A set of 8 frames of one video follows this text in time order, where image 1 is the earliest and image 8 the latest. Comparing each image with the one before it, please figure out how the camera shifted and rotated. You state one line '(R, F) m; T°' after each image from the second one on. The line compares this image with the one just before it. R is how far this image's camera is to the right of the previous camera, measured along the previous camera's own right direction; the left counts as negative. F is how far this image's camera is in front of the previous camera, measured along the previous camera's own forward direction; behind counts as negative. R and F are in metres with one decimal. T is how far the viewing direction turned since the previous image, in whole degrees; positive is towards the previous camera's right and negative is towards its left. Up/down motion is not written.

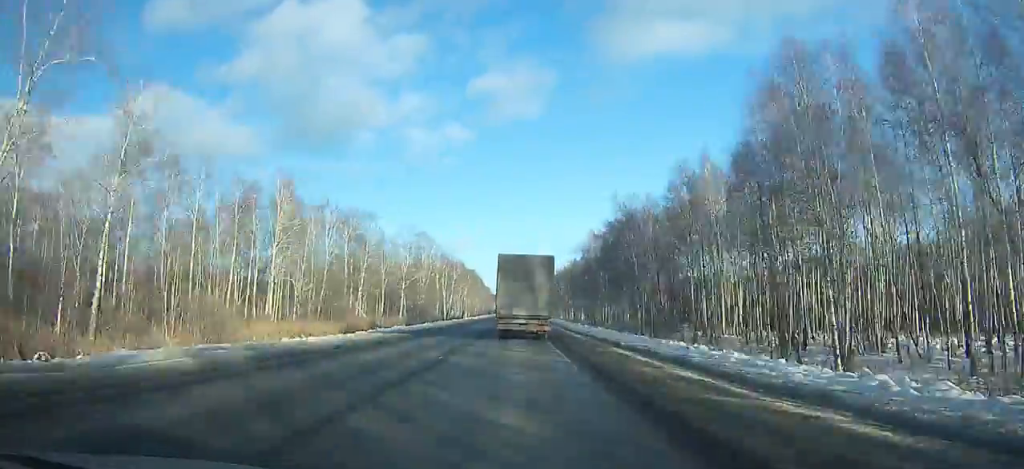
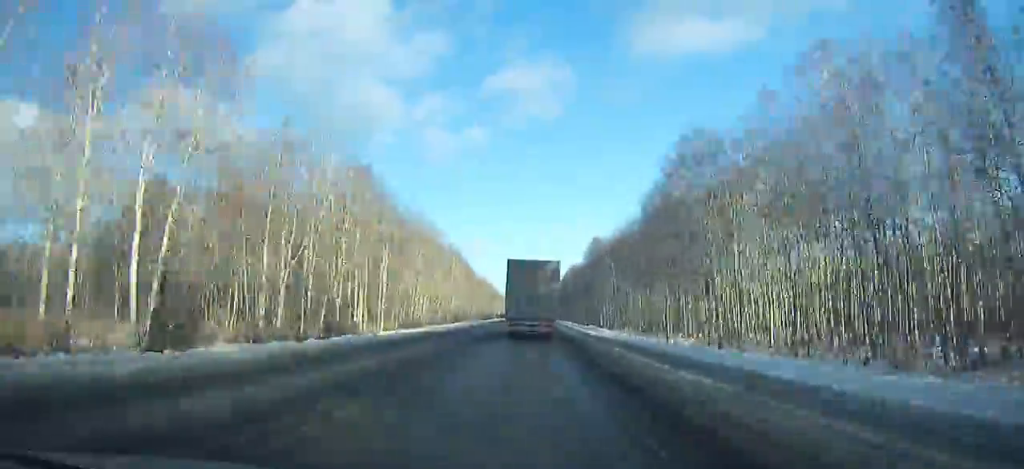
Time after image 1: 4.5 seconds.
(-0.8, +103.5) m; -1°
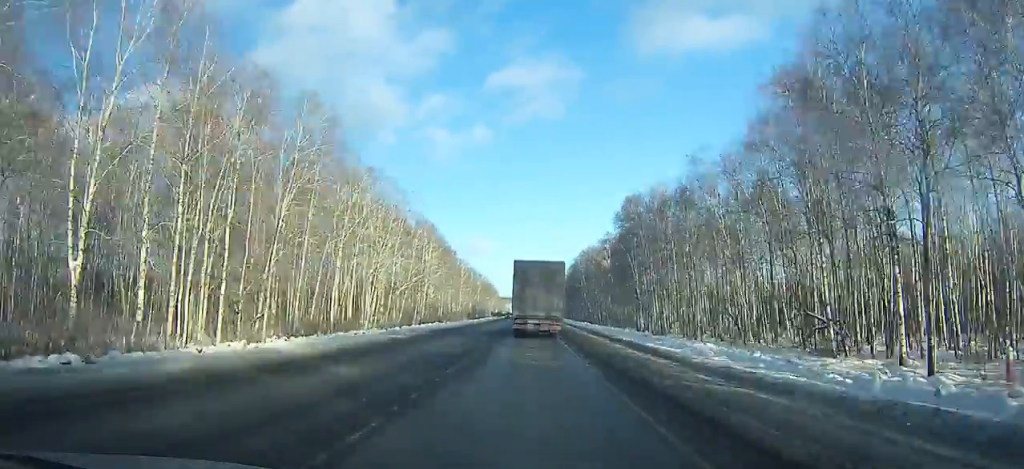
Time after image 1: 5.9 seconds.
(-0.1, +32.0) m; 0°
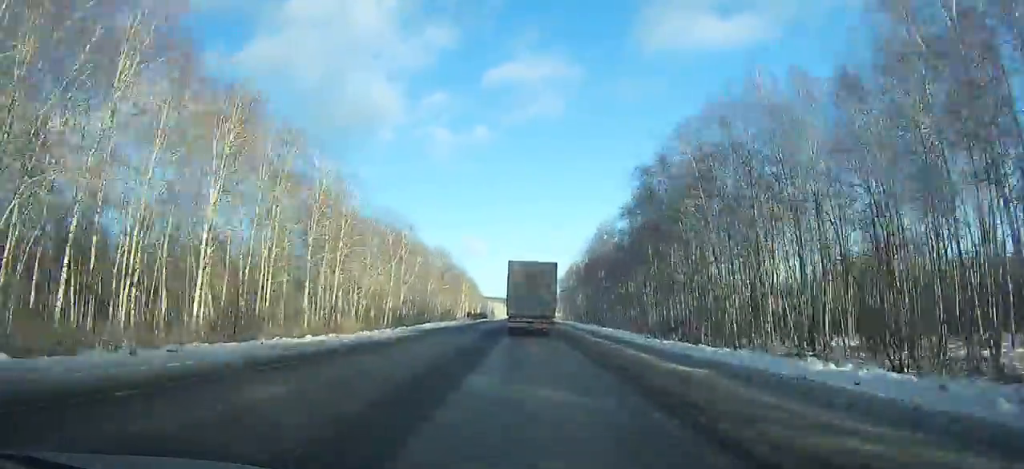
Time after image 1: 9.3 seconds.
(+0.3, +76.8) m; 0°
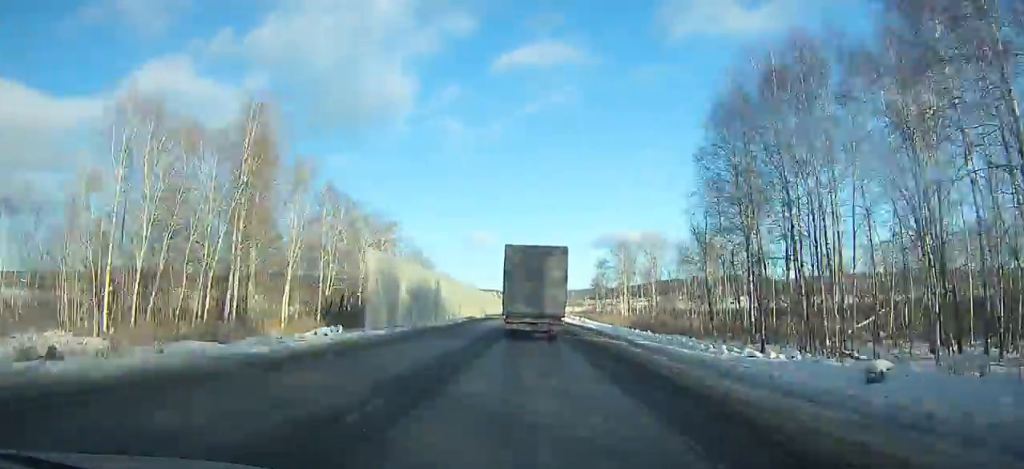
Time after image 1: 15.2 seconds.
(0.0, +125.2) m; 0°
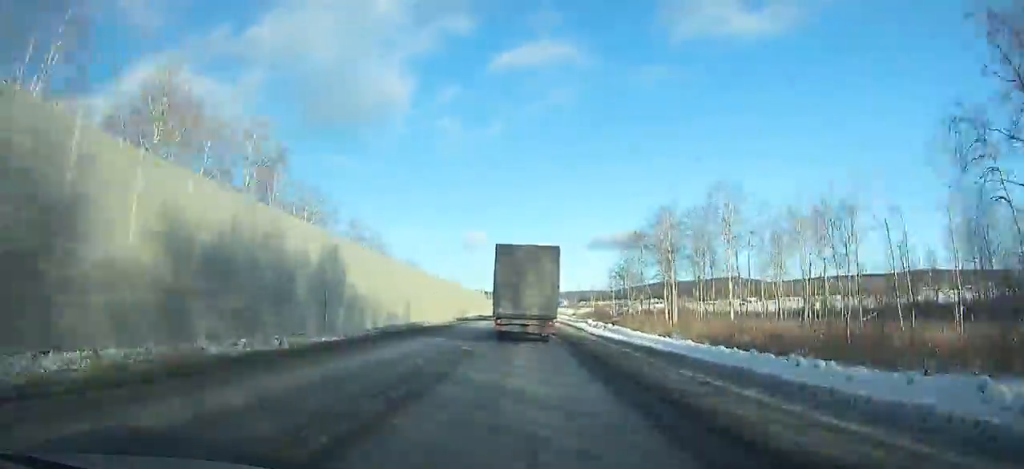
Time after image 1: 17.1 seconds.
(-0.1, +36.9) m; 0°
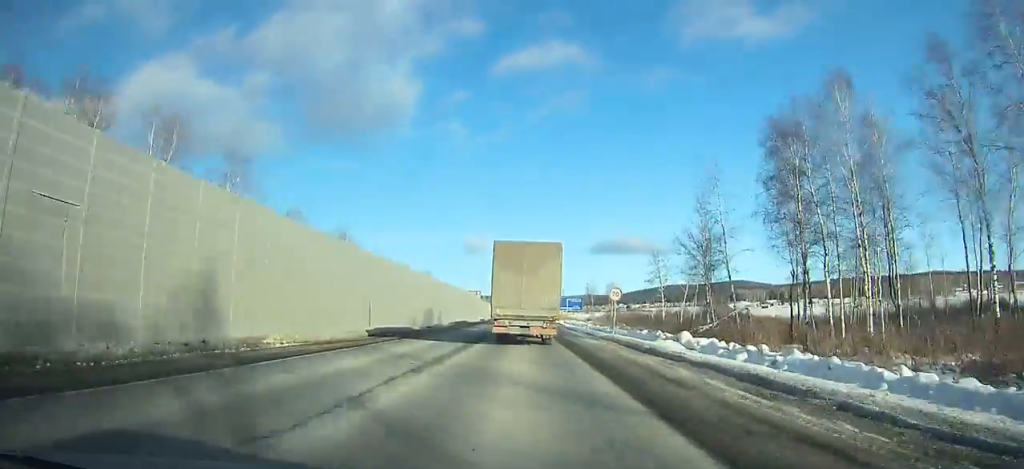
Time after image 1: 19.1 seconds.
(0.0, +37.7) m; 0°
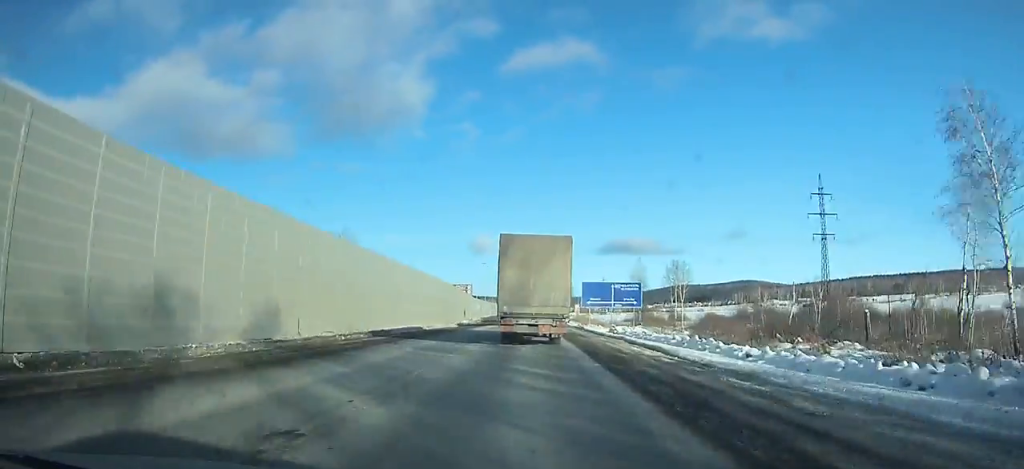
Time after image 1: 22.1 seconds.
(-0.1, +53.3) m; 0°
